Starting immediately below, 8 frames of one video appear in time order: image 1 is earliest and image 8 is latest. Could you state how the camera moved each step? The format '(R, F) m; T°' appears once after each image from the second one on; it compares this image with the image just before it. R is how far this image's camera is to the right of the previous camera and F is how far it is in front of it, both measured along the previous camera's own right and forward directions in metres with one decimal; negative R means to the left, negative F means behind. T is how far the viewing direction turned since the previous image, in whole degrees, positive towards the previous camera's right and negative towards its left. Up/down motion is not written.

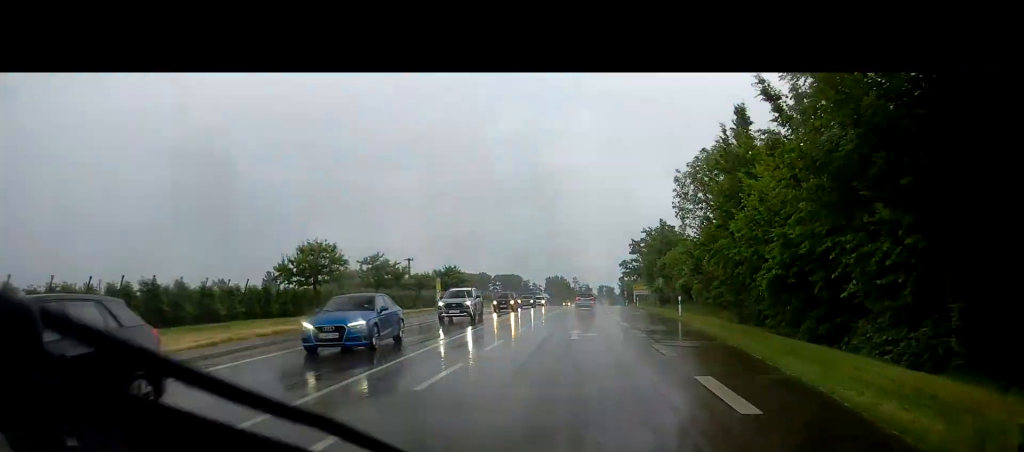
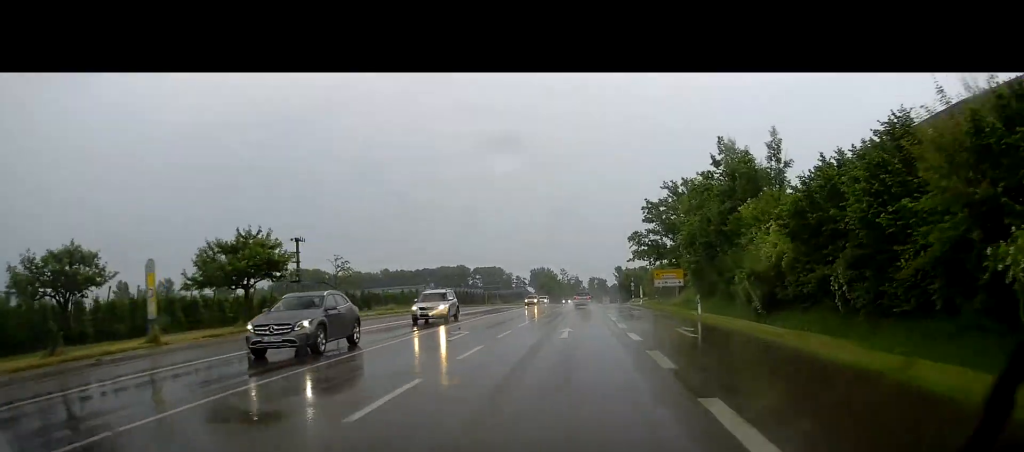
(-0.1, +43.8) m; 0°
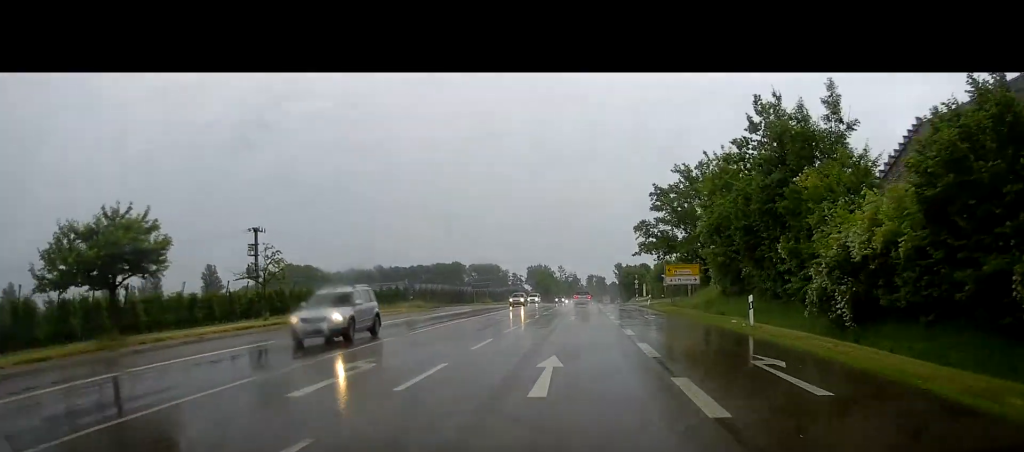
(0.0, +9.8) m; 0°
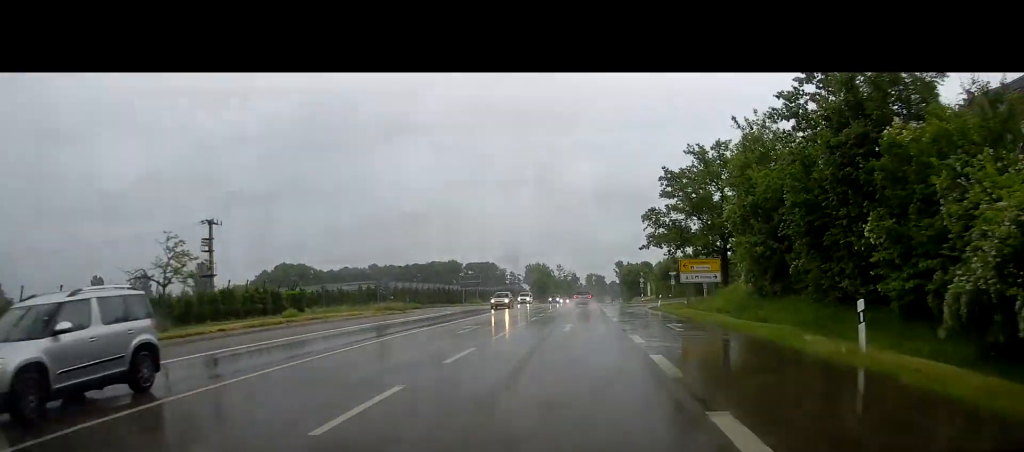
(0.0, +8.6) m; 0°
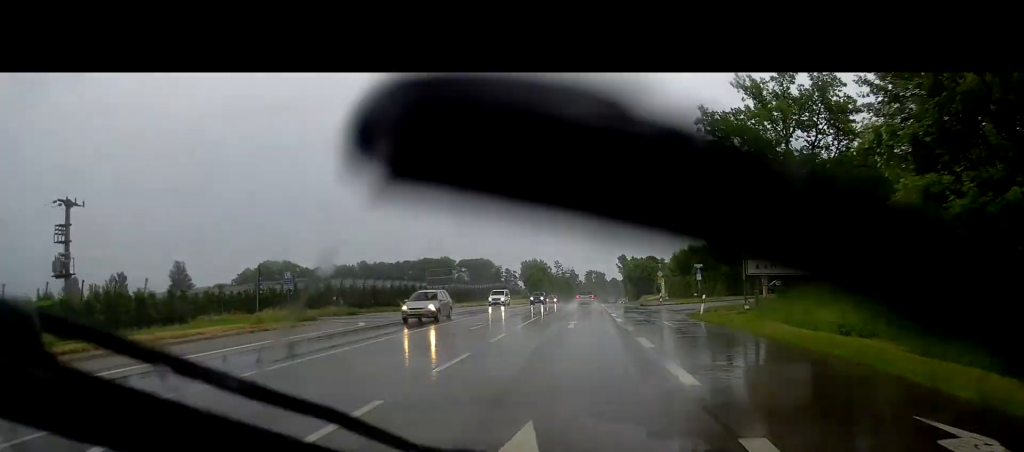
(0.0, +18.5) m; 0°
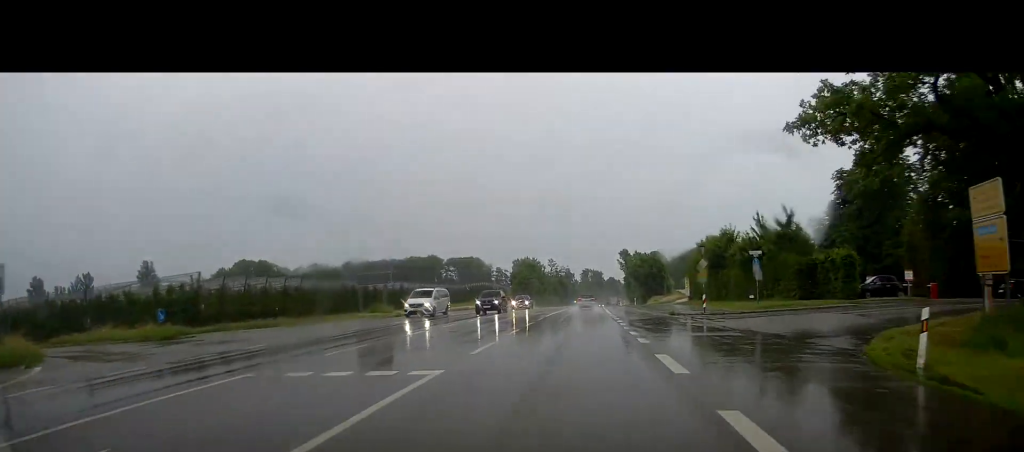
(0.0, +21.9) m; +1°
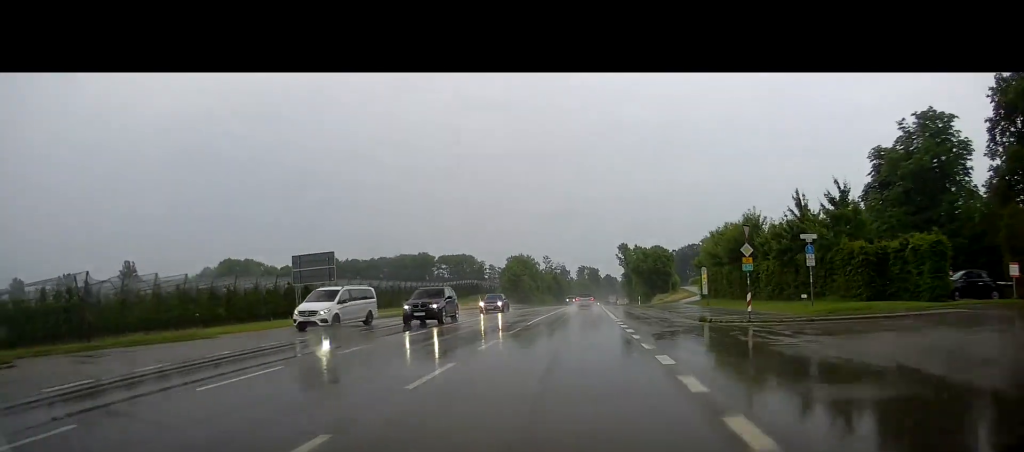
(+0.1, +10.2) m; 0°
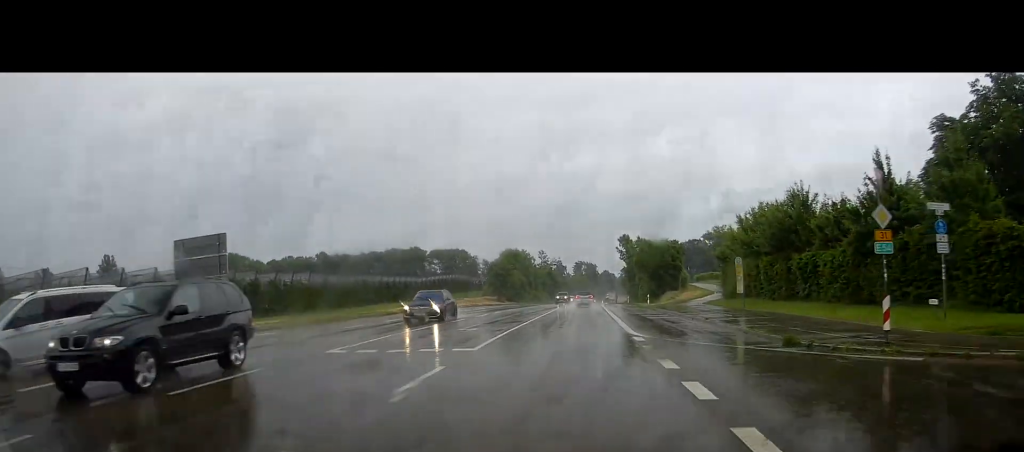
(+0.2, +12.2) m; +1°
